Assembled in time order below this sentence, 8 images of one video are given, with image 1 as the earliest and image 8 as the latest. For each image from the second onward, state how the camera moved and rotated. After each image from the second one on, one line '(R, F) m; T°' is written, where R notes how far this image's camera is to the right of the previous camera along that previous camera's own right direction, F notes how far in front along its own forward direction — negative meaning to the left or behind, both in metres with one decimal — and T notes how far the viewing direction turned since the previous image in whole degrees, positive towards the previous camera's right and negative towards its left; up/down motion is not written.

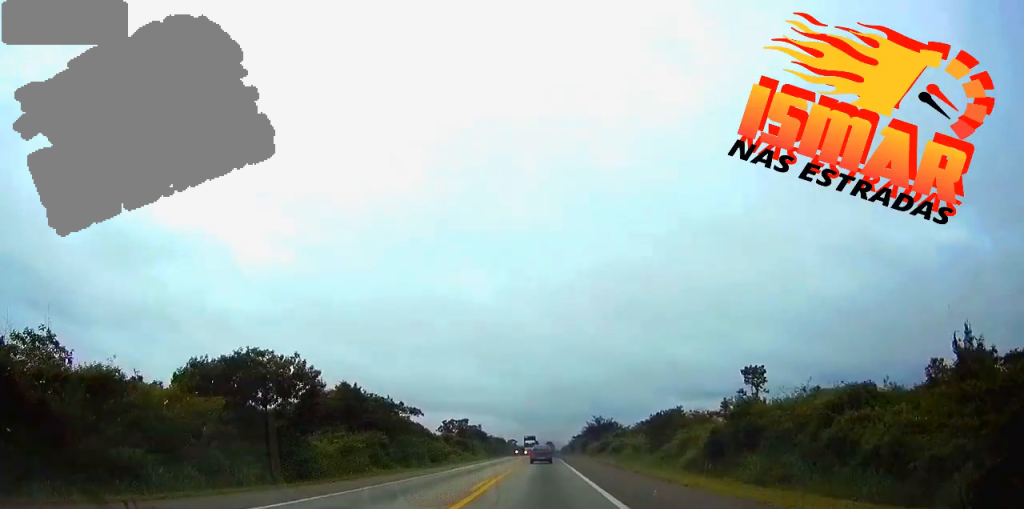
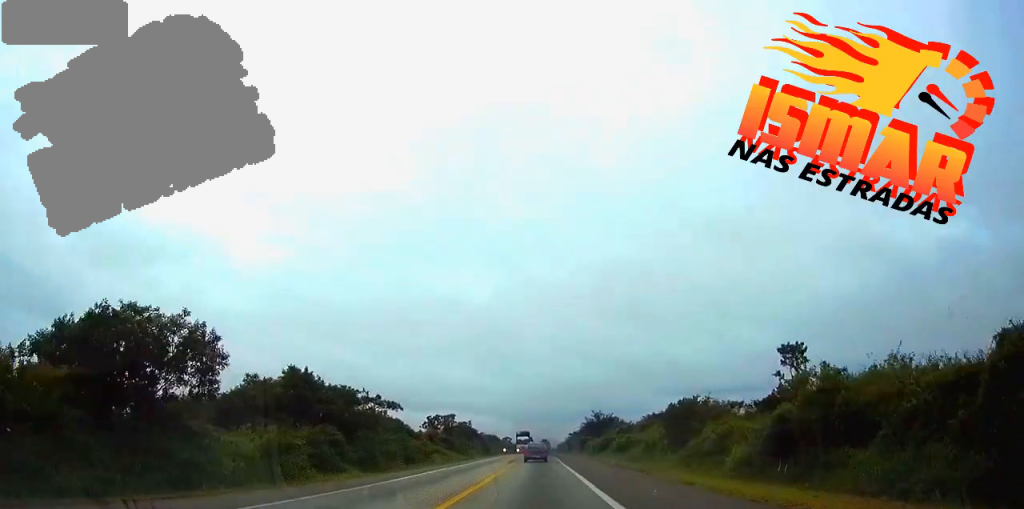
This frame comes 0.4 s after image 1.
(0.0, +13.1) m; 0°
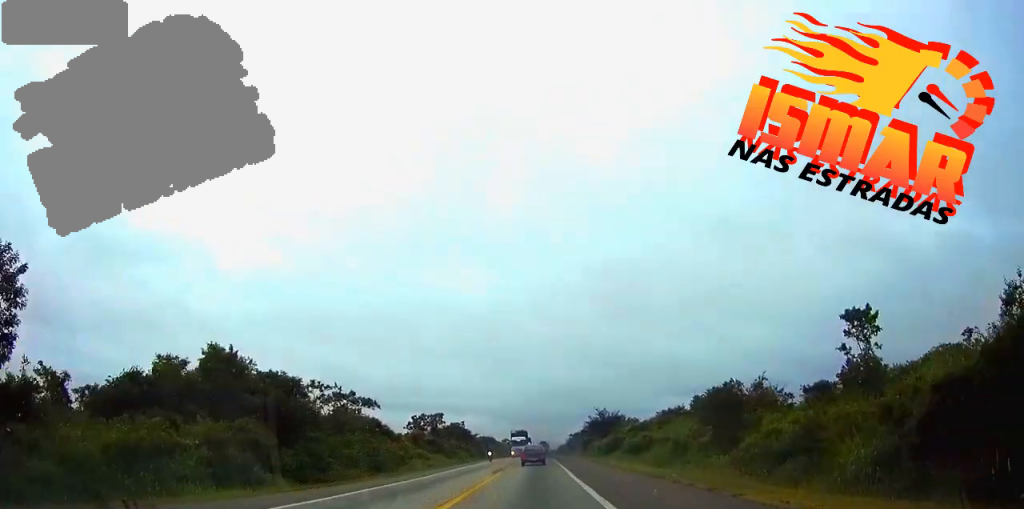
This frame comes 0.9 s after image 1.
(0.0, +13.9) m; 0°
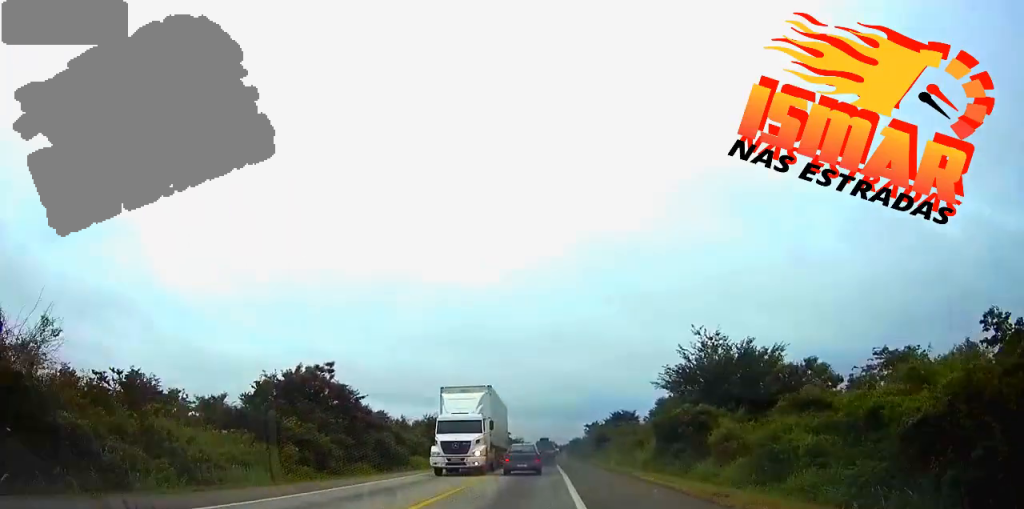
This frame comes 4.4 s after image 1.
(-0.4, +98.6) m; -1°
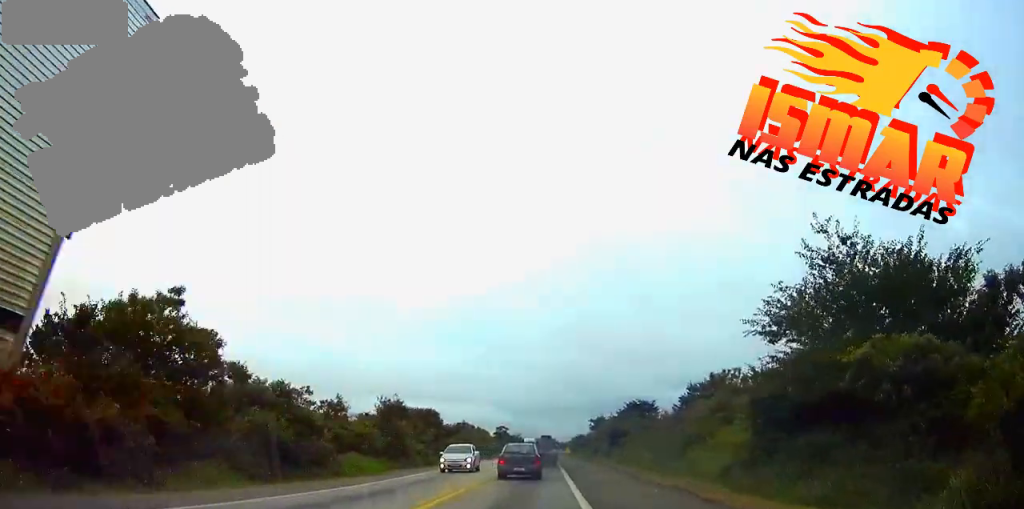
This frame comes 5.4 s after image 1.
(-0.2, +25.9) m; 0°
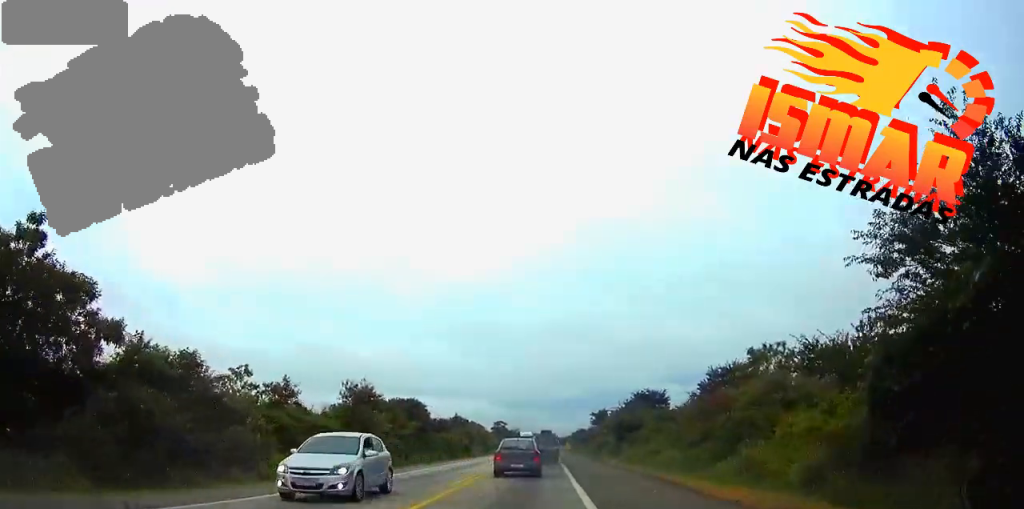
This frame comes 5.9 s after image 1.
(+0.1, +11.6) m; 0°
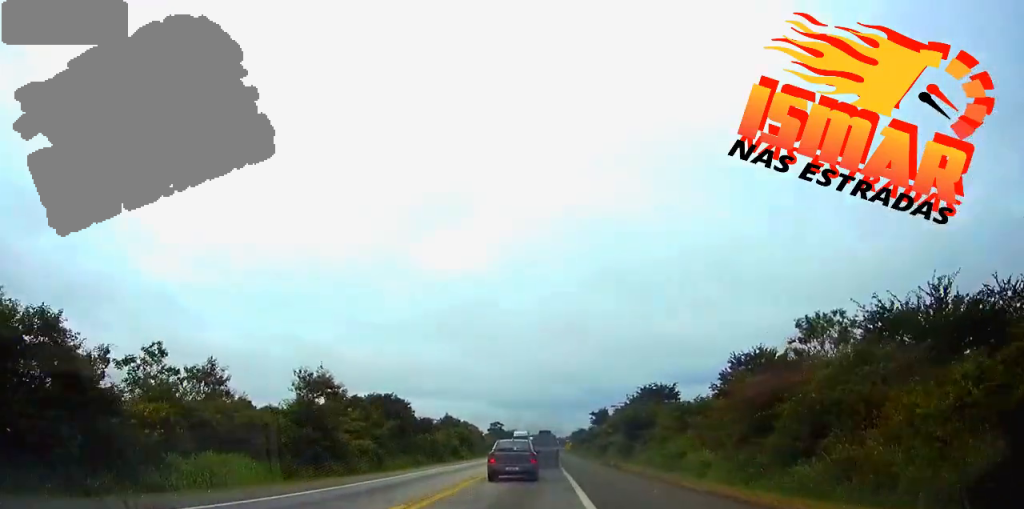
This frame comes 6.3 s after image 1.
(+0.1, +10.6) m; 0°
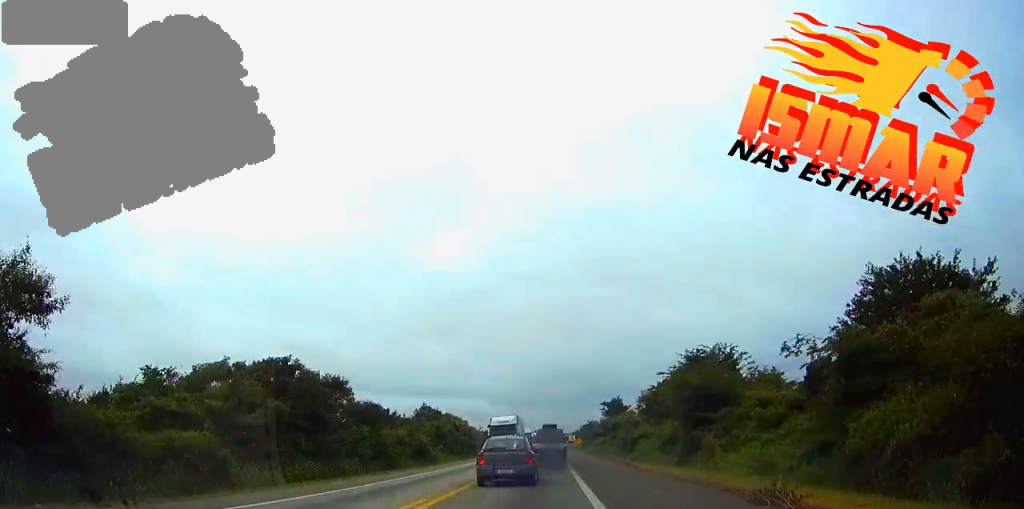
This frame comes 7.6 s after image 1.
(+0.1, +30.4) m; 0°
